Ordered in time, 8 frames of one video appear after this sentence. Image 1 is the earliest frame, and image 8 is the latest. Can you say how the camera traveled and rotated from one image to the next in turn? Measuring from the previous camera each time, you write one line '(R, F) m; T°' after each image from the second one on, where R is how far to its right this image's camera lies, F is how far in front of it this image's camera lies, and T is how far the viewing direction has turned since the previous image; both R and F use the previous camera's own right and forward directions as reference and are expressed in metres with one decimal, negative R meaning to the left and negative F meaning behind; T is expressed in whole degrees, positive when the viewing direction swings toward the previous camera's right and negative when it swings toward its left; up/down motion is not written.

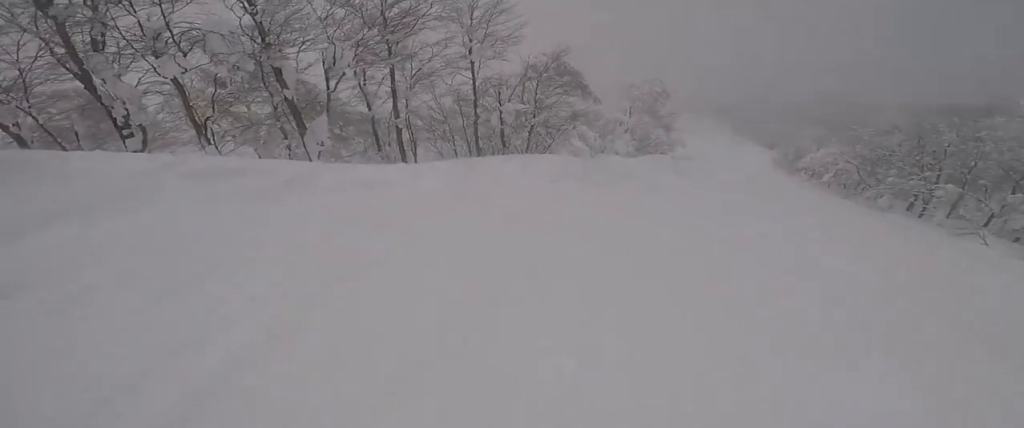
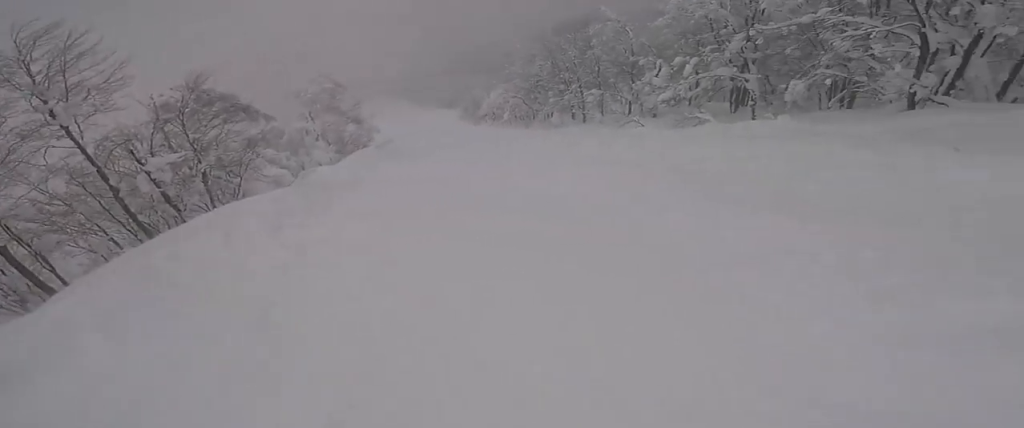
(+0.1, +1.8) m; +11°
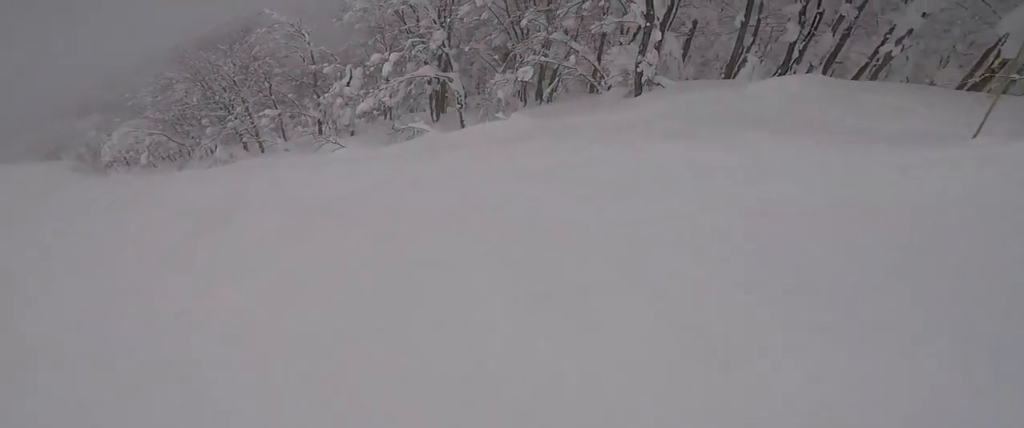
(+1.2, +4.2) m; +25°
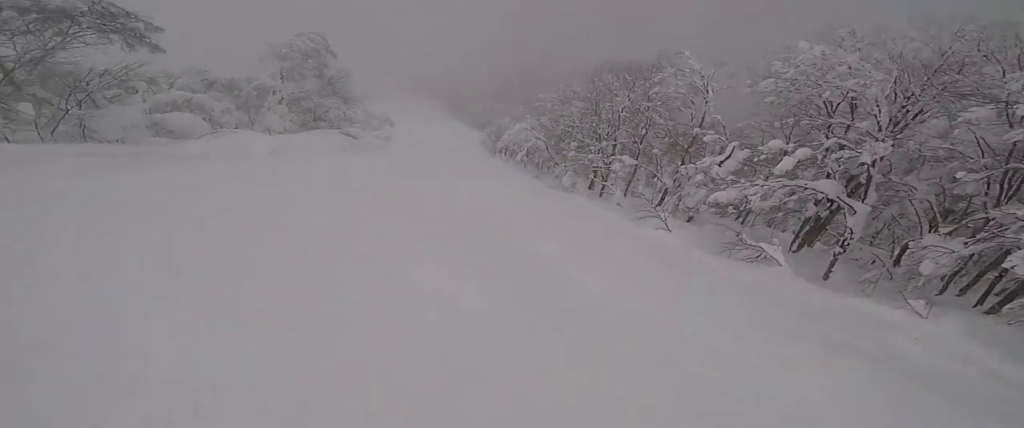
(+0.1, +3.1) m; -10°
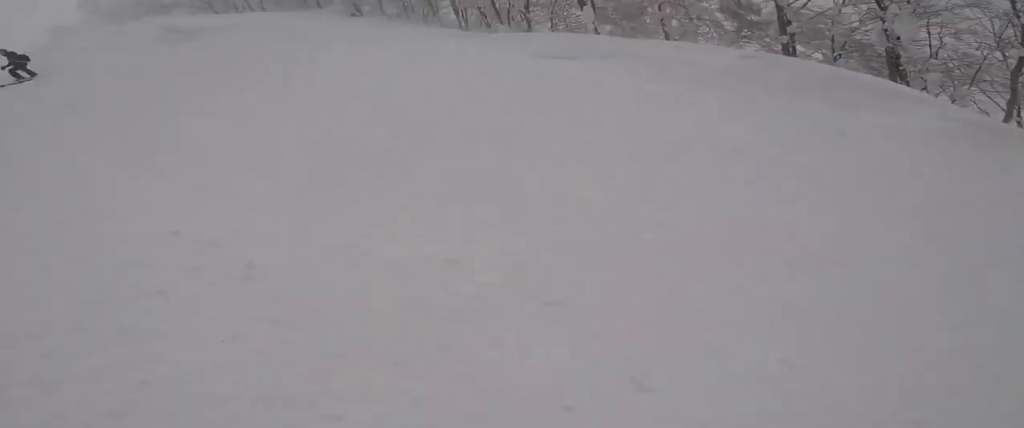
(-0.7, +3.1) m; -33°
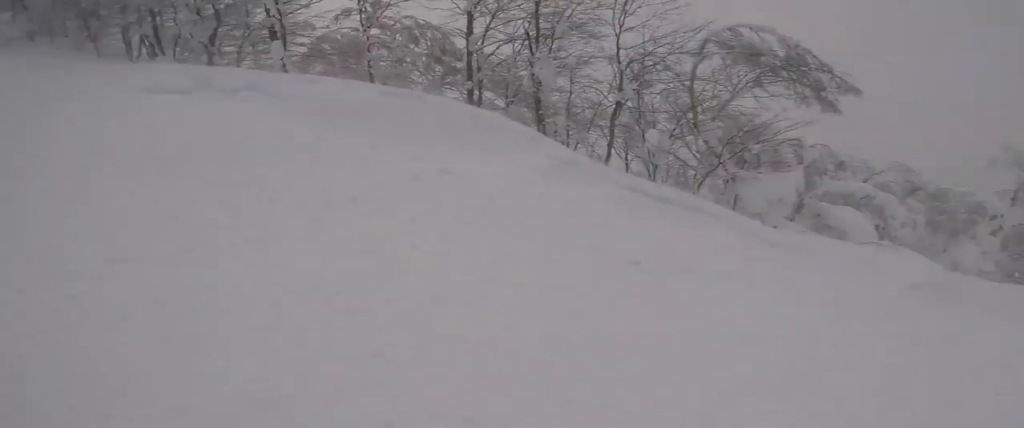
(-0.2, +1.3) m; -5°
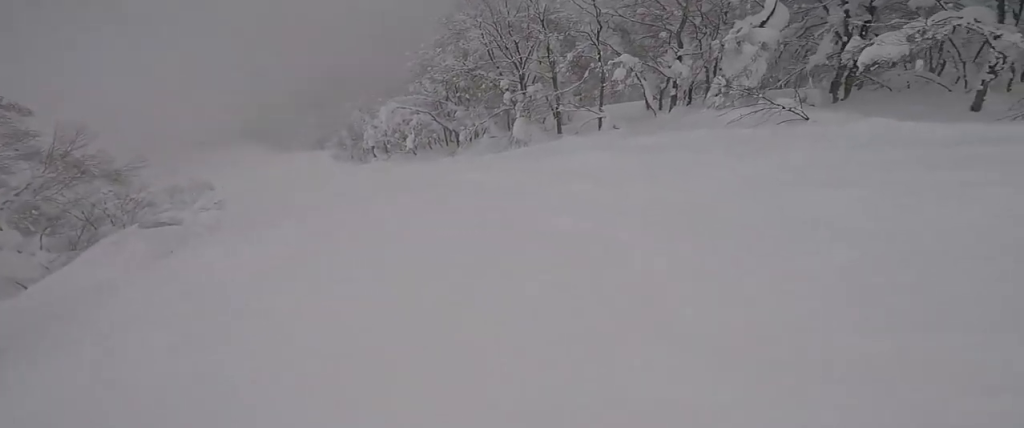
(+0.3, +4.3) m; +31°
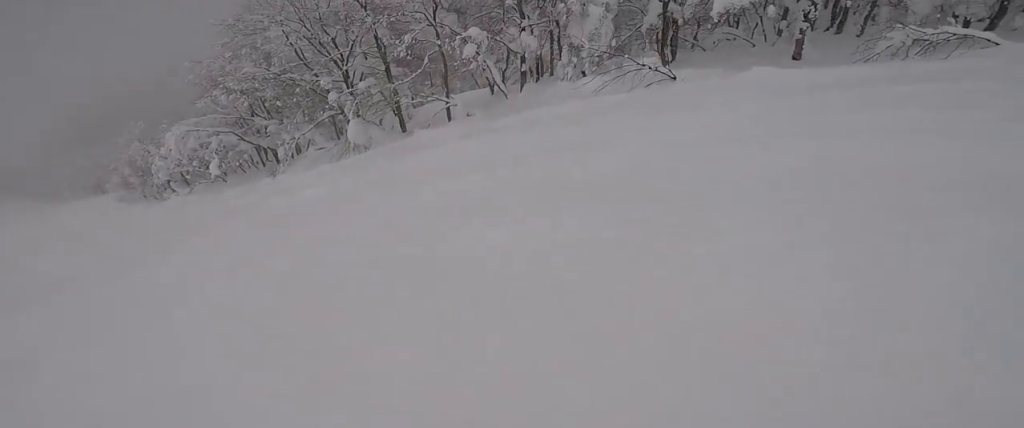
(+0.3, +1.8) m; +11°
